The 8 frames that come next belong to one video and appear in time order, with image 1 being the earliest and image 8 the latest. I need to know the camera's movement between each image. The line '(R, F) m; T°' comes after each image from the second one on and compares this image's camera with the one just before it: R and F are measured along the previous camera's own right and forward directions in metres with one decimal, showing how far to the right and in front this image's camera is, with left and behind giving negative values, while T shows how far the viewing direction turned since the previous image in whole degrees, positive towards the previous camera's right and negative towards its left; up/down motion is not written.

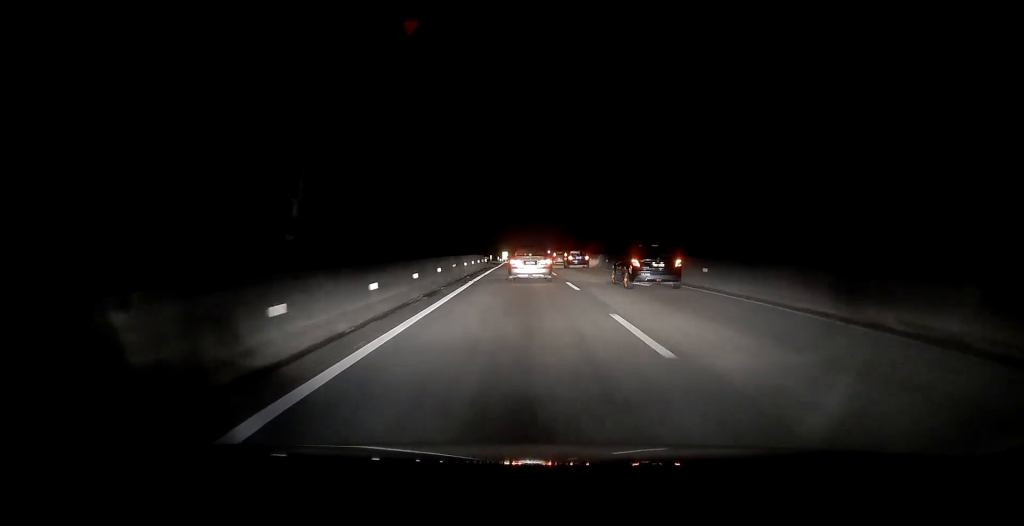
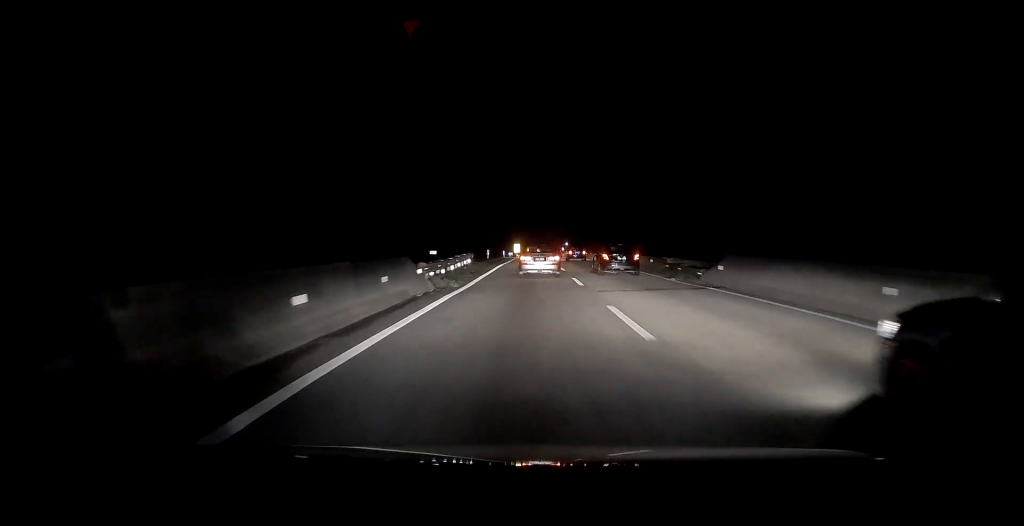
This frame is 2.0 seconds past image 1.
(+1.0, +34.8) m; 0°
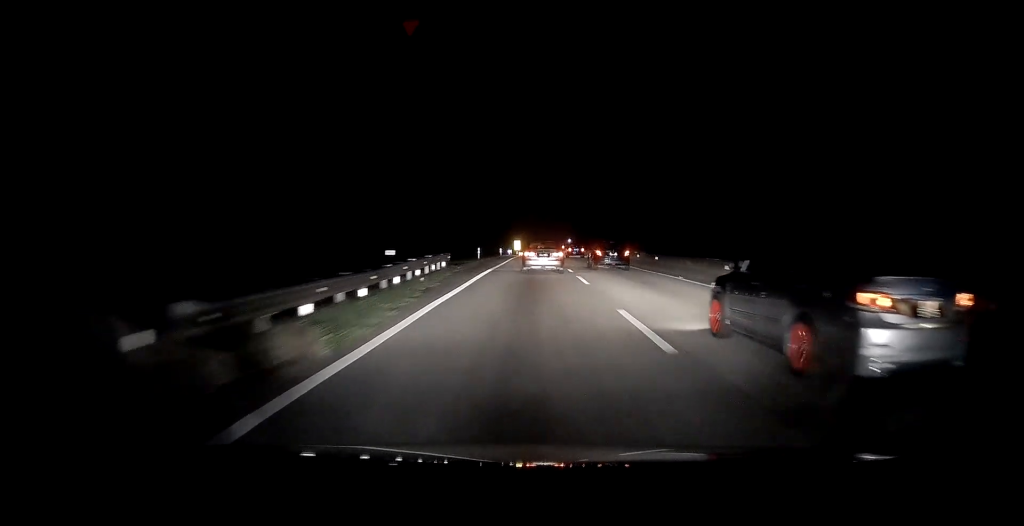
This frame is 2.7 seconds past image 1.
(-0.4, +12.8) m; 0°
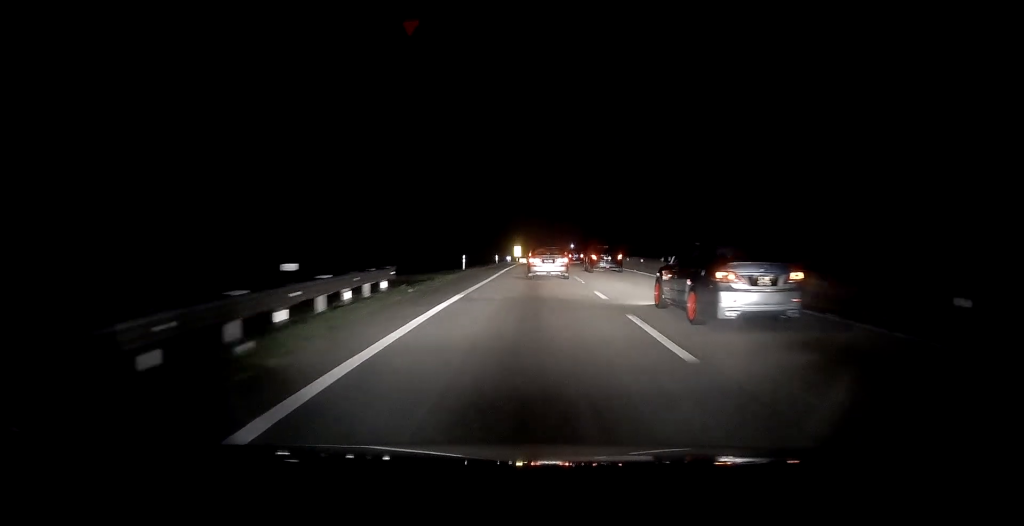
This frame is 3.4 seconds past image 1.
(-0.1, +12.2) m; 0°
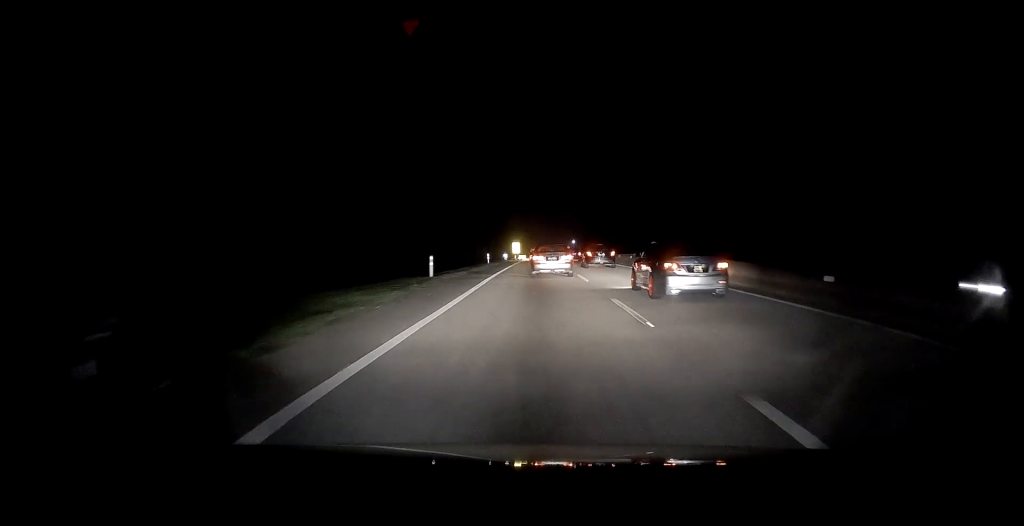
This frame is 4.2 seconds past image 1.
(+0.5, +12.8) m; 0°
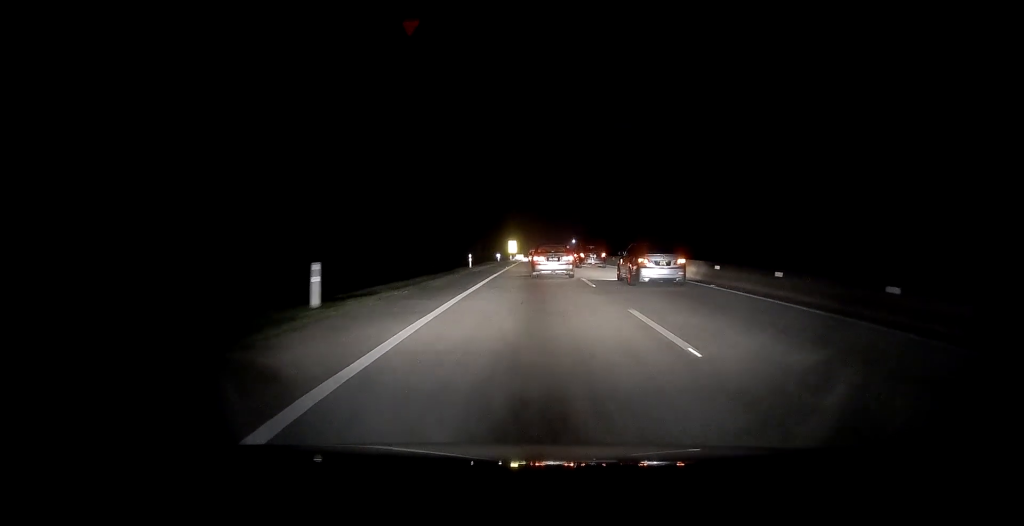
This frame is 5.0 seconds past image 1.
(-0.6, +14.7) m; 0°
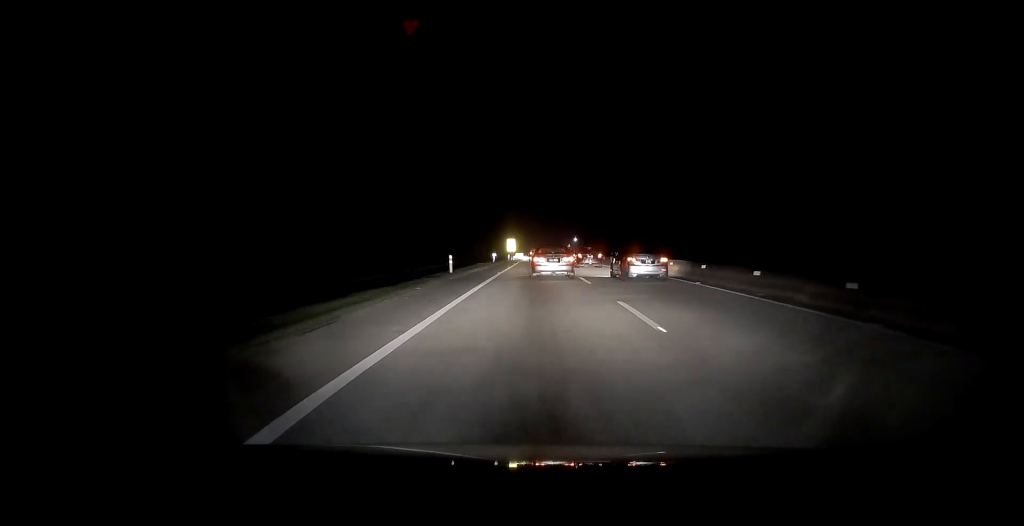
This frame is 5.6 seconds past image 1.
(+0.2, +10.0) m; 0°
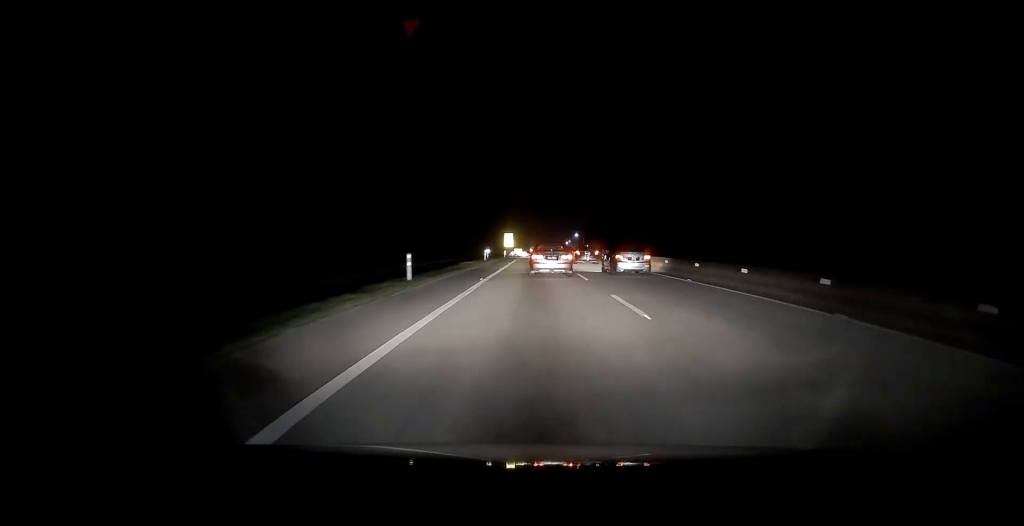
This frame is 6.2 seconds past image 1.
(+0.4, +10.6) m; 0°
